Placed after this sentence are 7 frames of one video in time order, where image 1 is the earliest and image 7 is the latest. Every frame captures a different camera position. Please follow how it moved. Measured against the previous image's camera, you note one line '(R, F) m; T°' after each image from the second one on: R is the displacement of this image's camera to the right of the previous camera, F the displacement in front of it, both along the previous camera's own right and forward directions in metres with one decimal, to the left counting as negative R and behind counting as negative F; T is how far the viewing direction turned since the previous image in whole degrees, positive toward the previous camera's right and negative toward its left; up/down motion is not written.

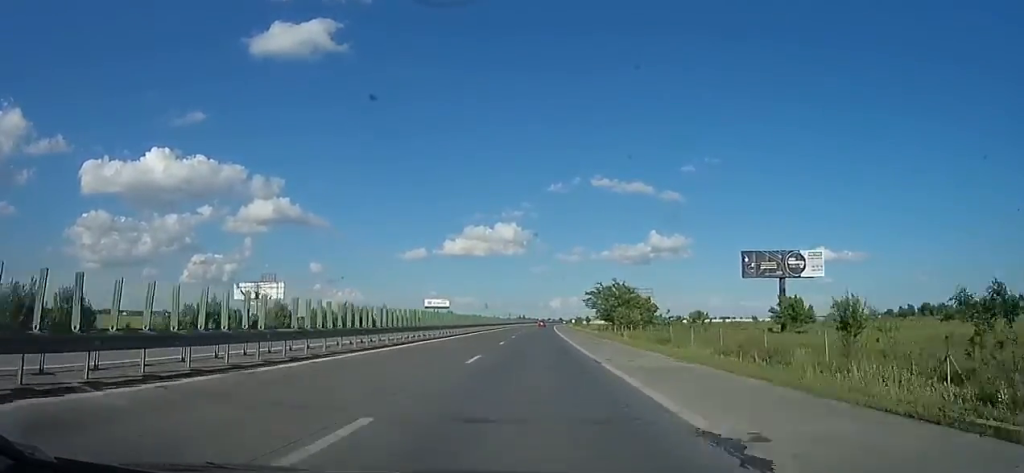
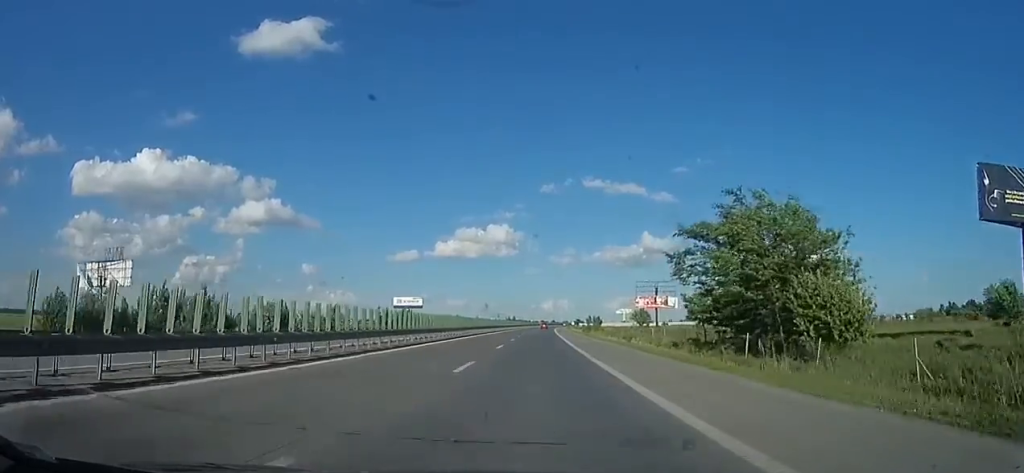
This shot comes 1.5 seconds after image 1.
(0.0, +48.3) m; 0°
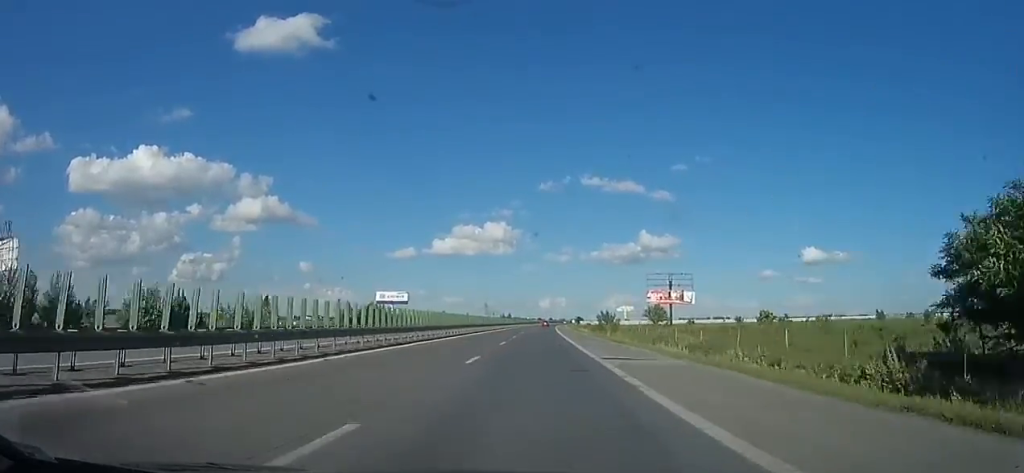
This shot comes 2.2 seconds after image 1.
(+0.1, +21.8) m; 0°
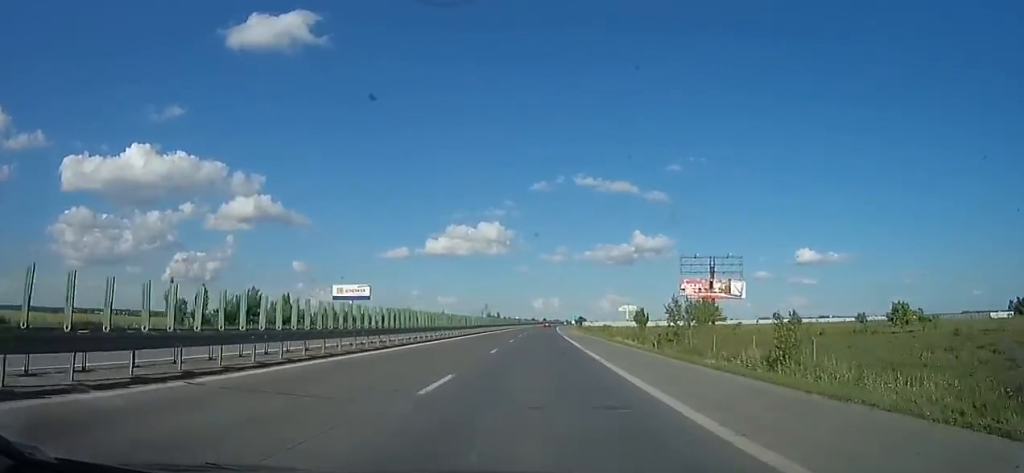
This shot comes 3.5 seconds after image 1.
(-0.1, +41.7) m; 0°
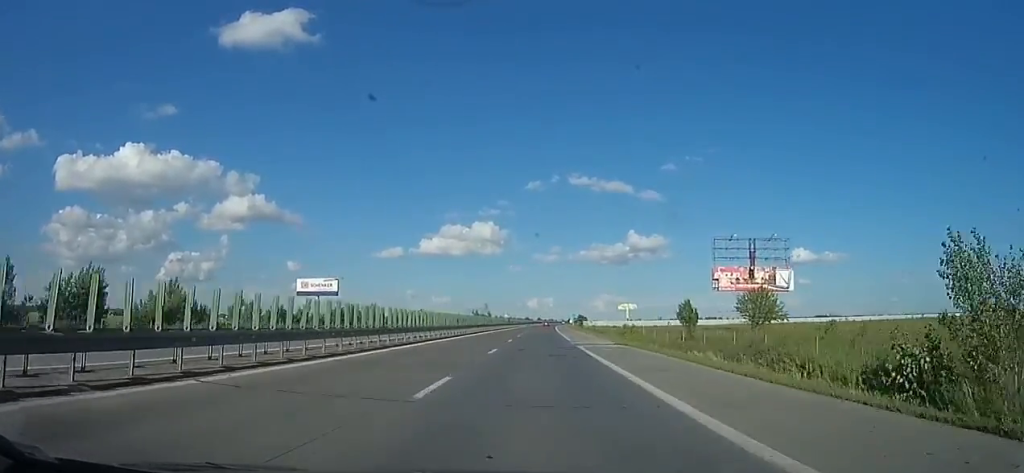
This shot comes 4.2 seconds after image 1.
(+0.1, +23.8) m; 0°
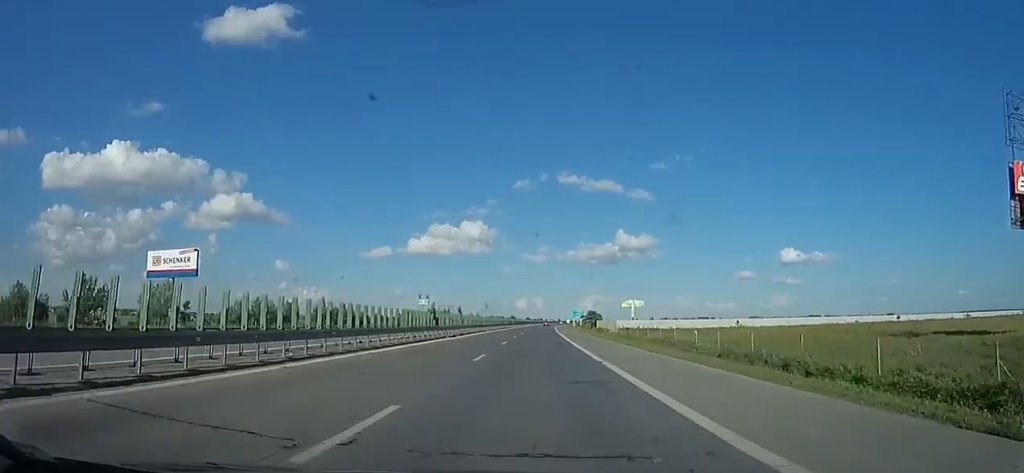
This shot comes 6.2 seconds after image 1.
(+1.7, +61.7) m; +3°
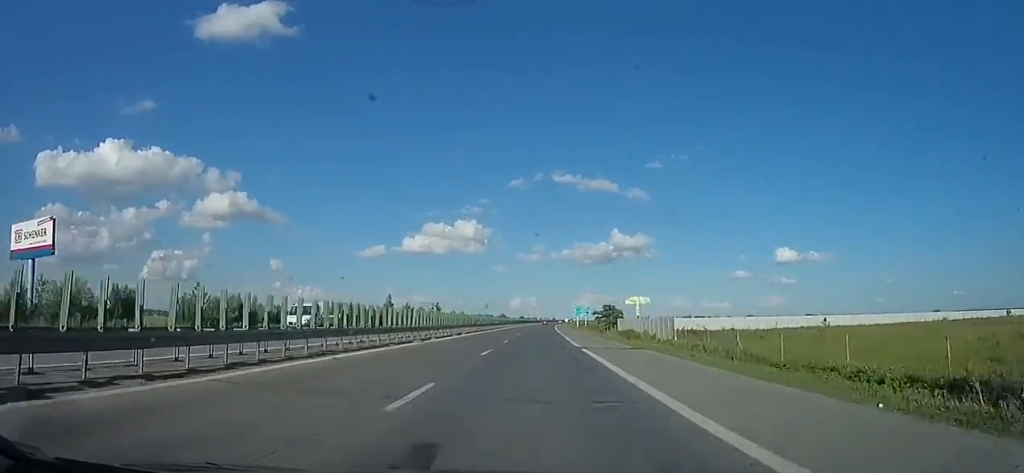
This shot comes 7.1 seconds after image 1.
(-0.2, +32.2) m; 0°
